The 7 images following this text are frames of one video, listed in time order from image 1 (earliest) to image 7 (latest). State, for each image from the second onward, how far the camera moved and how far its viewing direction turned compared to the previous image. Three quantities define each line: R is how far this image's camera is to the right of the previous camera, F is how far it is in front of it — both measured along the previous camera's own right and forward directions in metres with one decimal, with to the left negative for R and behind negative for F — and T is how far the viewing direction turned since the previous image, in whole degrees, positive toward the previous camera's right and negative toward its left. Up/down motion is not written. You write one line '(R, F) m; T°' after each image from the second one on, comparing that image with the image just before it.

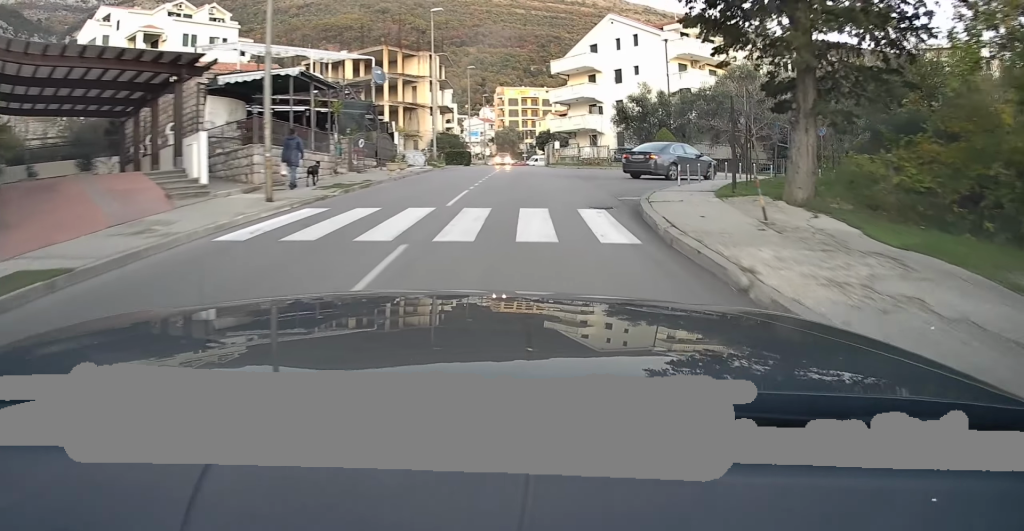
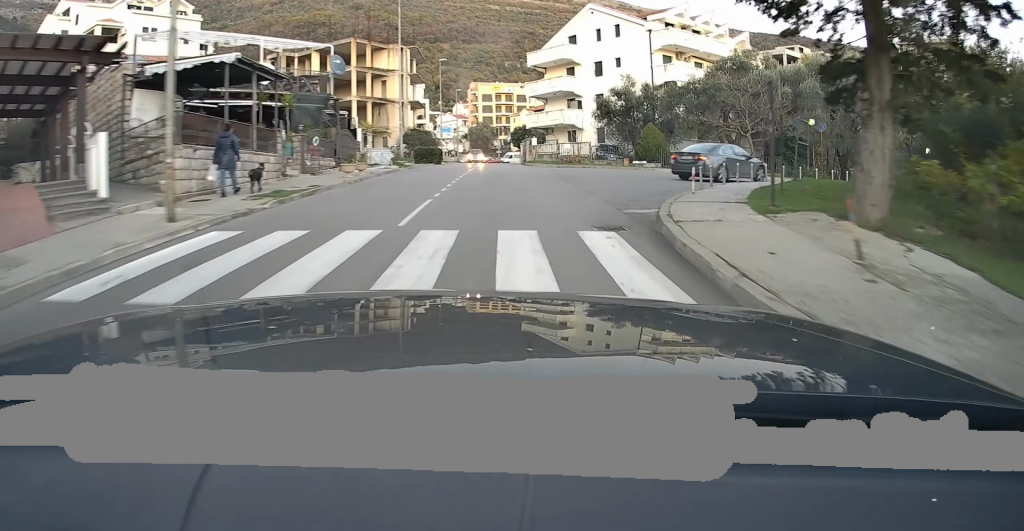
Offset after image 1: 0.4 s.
(+0.1, +2.9) m; +2°
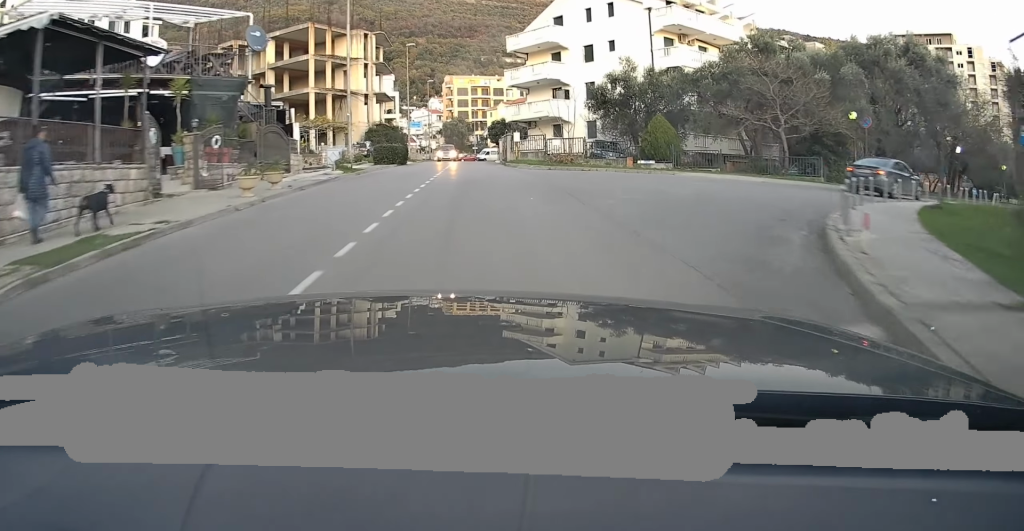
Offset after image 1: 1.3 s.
(0.0, +6.9) m; +1°
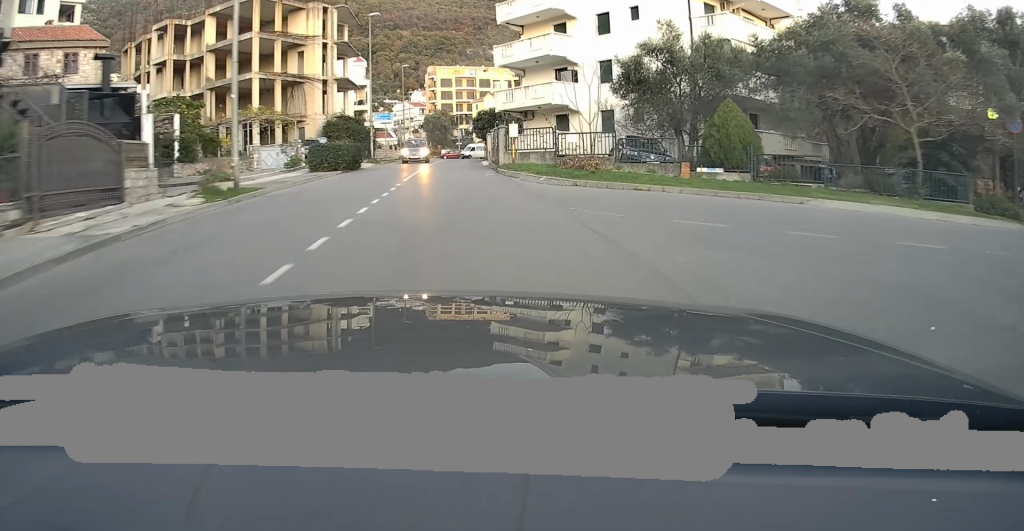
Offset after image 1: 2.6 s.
(+0.3, +11.1) m; +2°
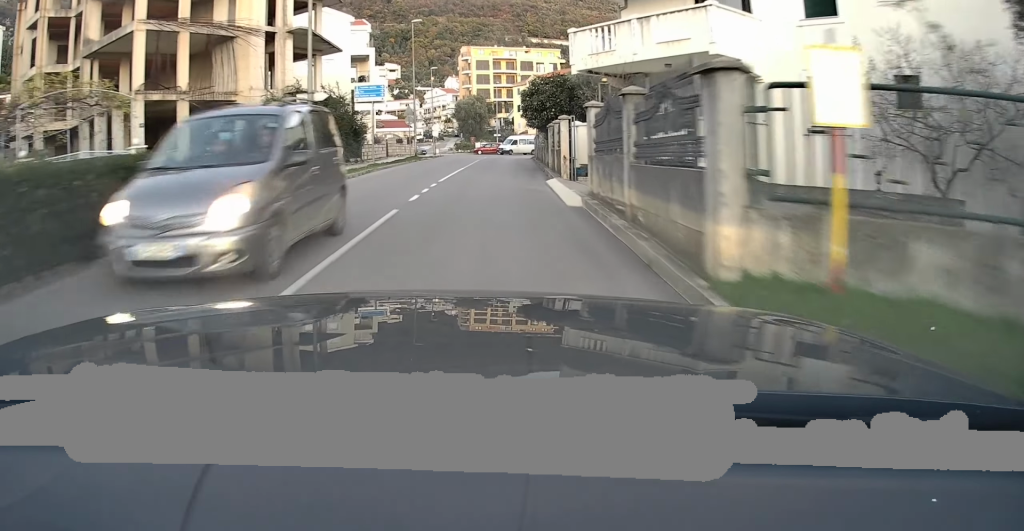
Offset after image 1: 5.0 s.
(-0.1, +21.5) m; -1°
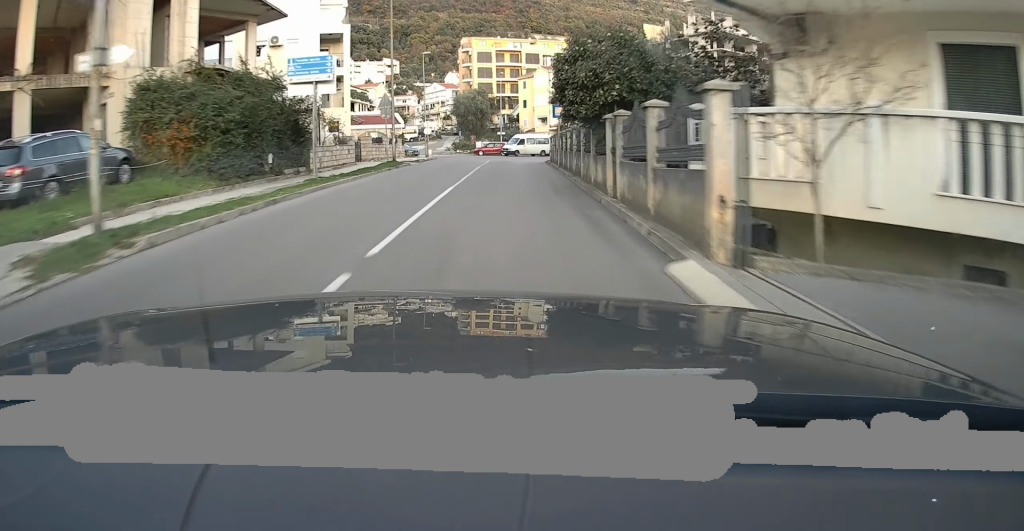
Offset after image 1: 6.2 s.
(-0.2, +11.5) m; -2°
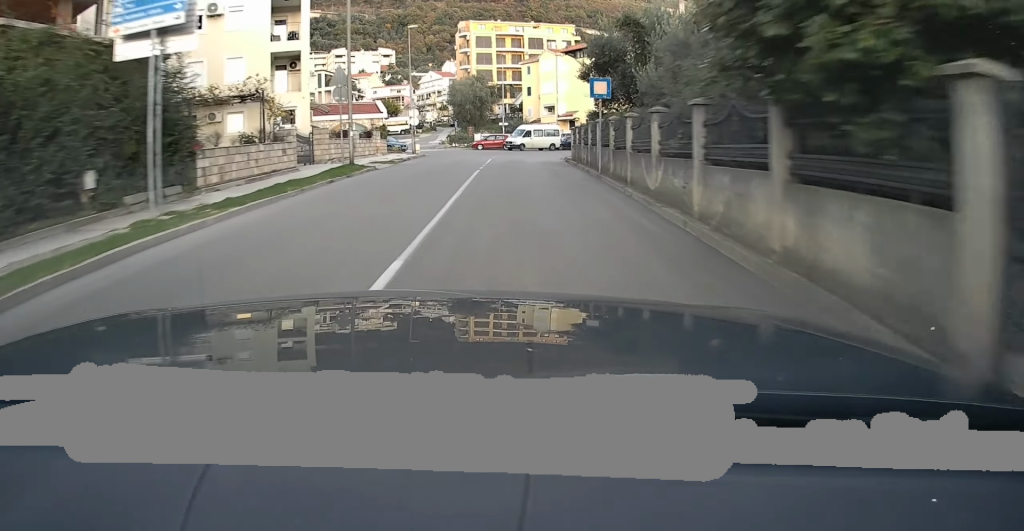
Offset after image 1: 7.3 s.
(-0.1, +10.4) m; -1°
